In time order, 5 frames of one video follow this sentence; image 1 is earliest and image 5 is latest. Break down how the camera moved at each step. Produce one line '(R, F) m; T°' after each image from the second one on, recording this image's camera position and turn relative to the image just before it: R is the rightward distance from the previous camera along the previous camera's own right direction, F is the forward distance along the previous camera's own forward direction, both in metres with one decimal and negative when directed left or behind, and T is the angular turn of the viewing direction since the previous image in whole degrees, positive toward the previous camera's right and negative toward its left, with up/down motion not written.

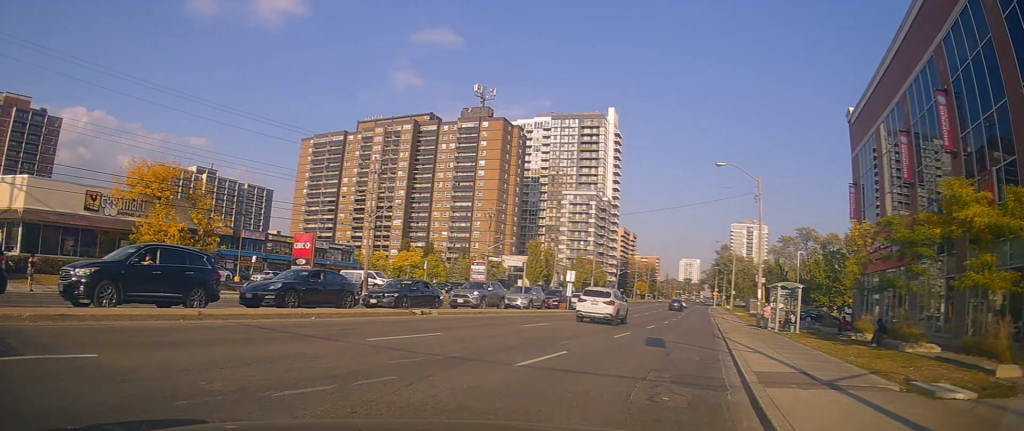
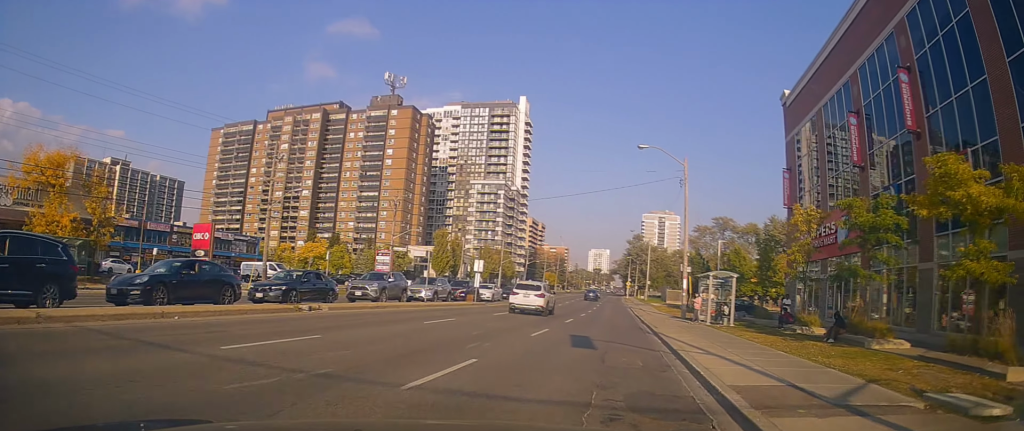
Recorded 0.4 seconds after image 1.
(+0.3, +2.8) m; +5°
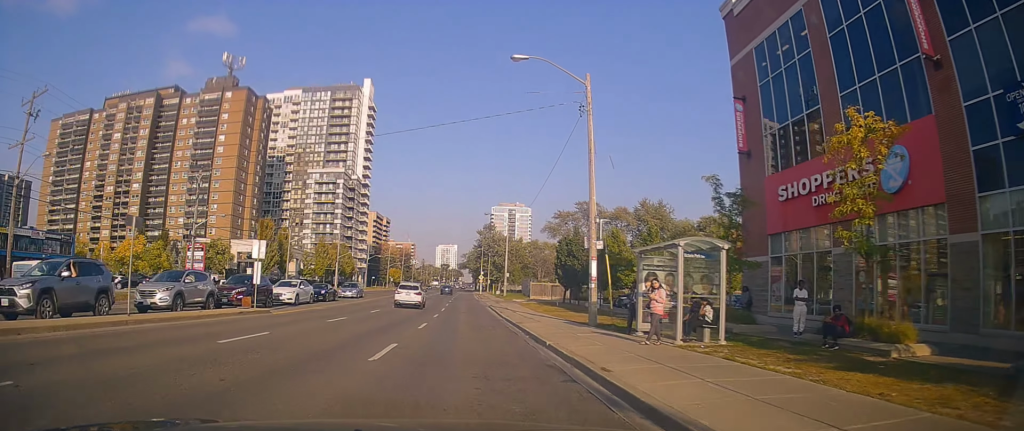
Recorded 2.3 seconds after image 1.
(+2.3, +14.6) m; +14°
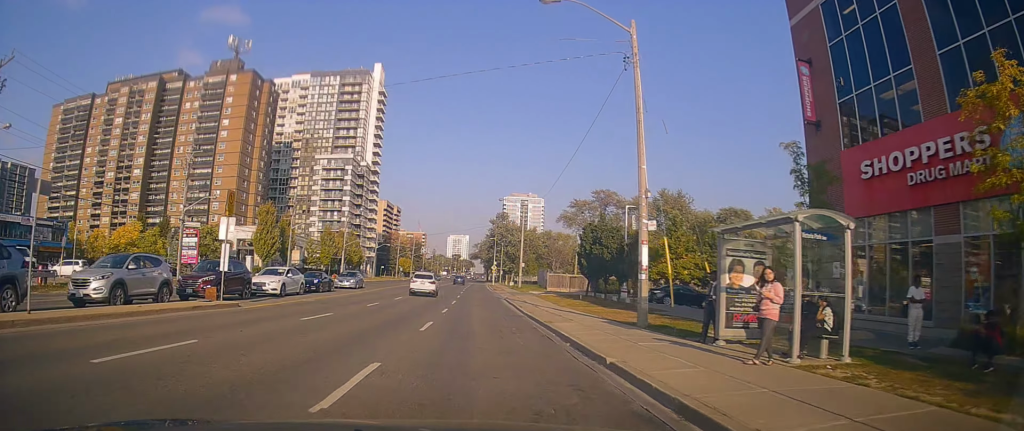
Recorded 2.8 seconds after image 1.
(+0.4, +4.8) m; 0°
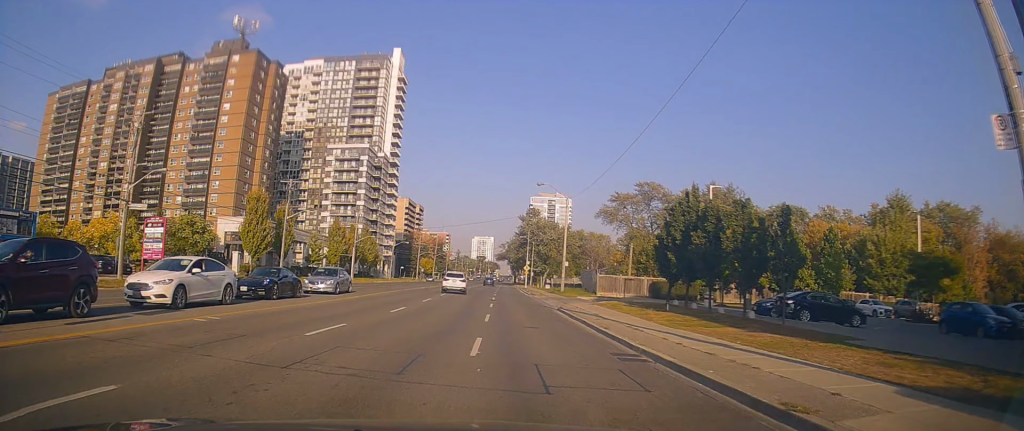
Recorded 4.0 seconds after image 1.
(-0.4, +13.3) m; -4°
